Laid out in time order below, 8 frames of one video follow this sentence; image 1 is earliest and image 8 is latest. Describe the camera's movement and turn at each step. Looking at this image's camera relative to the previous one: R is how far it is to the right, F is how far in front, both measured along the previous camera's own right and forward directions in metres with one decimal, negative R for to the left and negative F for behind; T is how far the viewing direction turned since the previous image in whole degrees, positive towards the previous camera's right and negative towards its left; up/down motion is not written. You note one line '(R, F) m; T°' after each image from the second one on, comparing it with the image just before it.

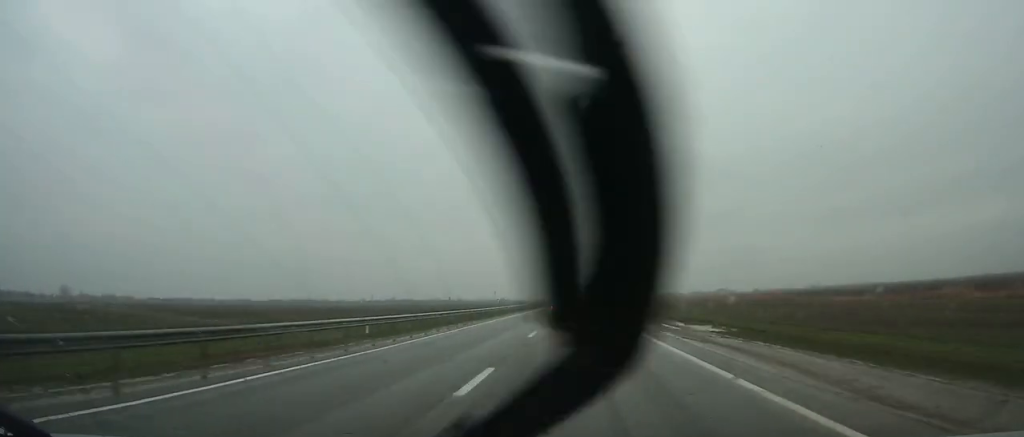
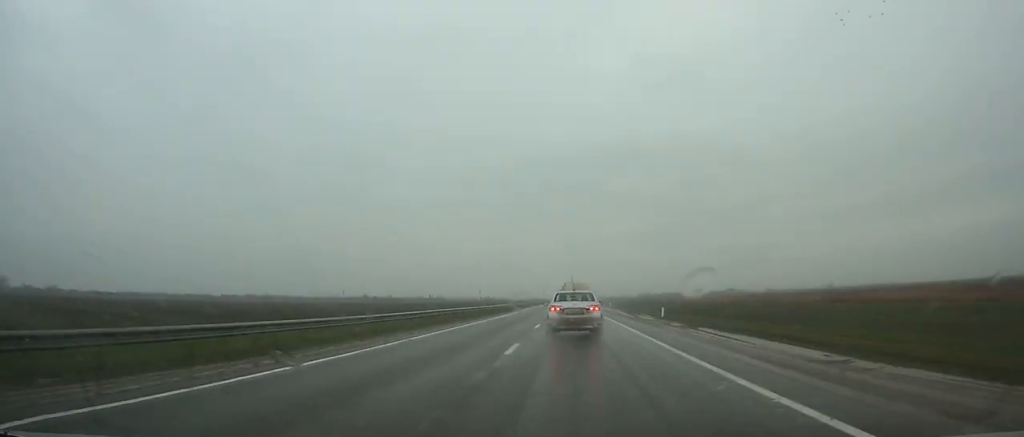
(+1.1, +113.3) m; +1°
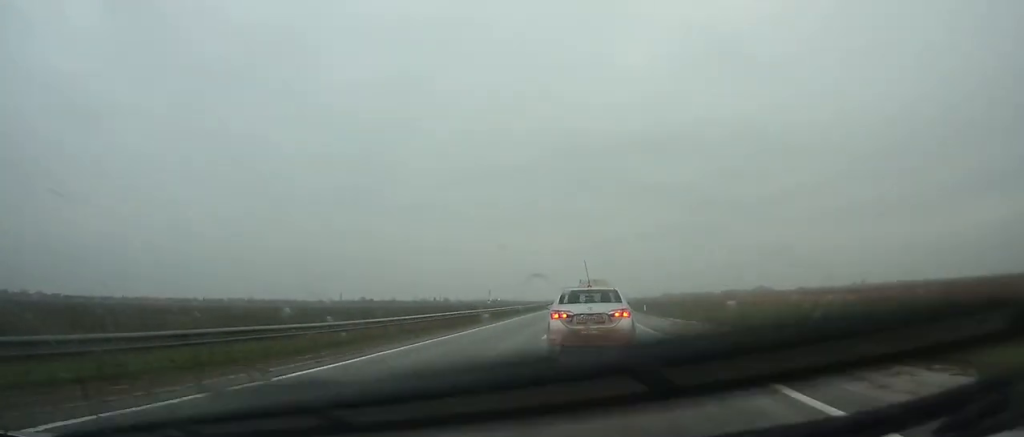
(-0.6, +75.8) m; -1°
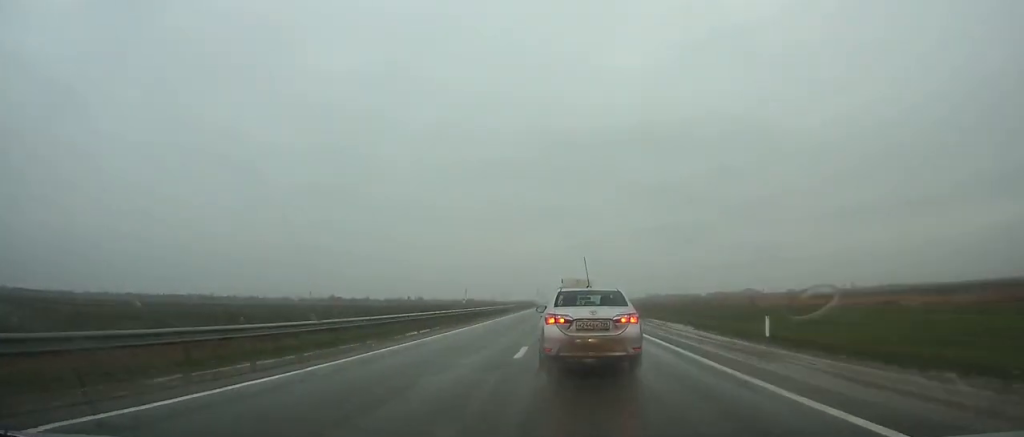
(0.0, +41.4) m; 0°
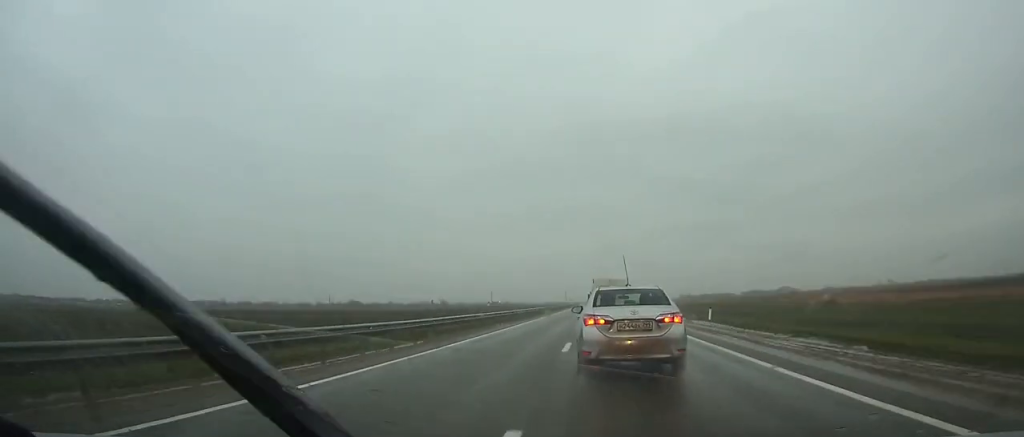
(-0.5, +33.3) m; +1°
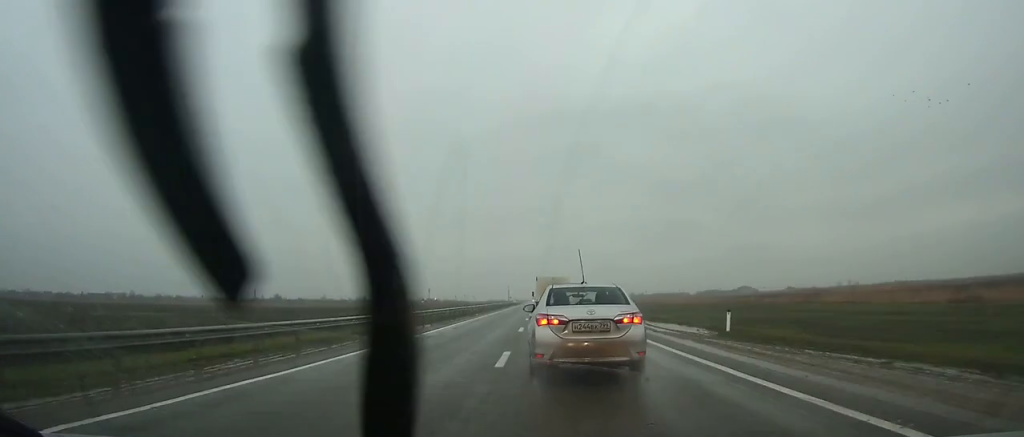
(+1.5, +62.7) m; +1°
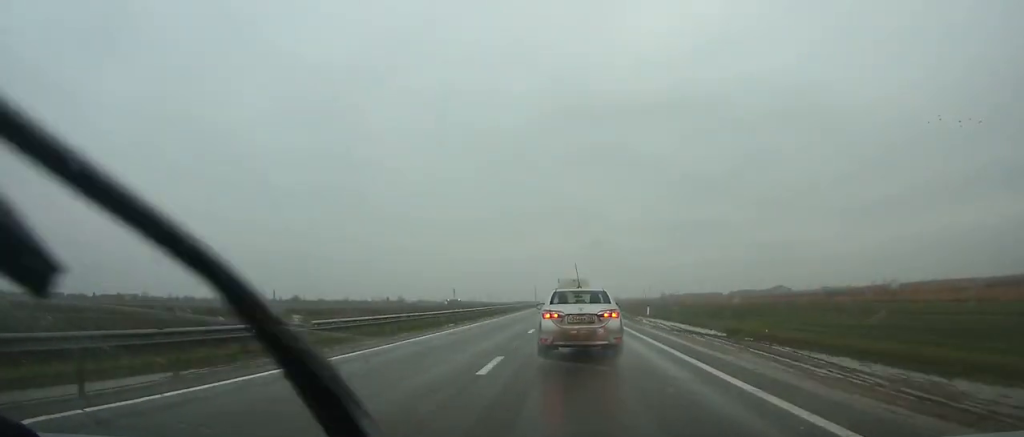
(-0.2, +26.9) m; -1°
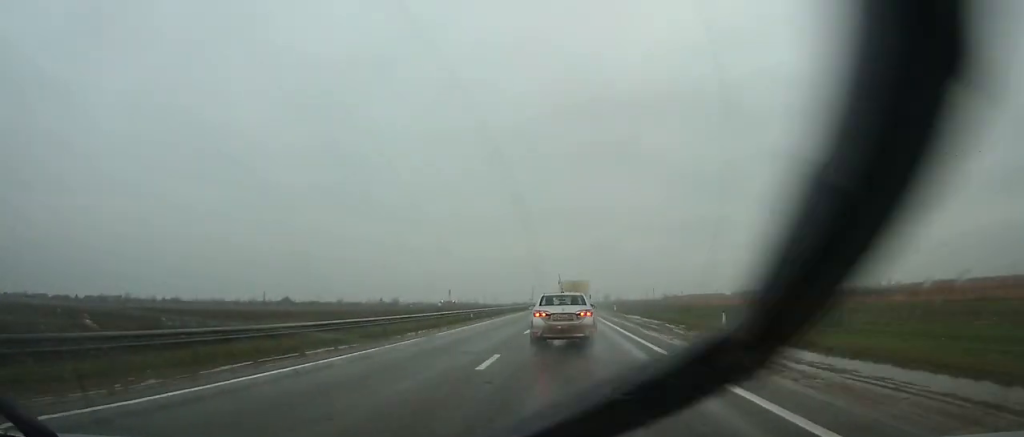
(-0.1, +23.9) m; 0°
